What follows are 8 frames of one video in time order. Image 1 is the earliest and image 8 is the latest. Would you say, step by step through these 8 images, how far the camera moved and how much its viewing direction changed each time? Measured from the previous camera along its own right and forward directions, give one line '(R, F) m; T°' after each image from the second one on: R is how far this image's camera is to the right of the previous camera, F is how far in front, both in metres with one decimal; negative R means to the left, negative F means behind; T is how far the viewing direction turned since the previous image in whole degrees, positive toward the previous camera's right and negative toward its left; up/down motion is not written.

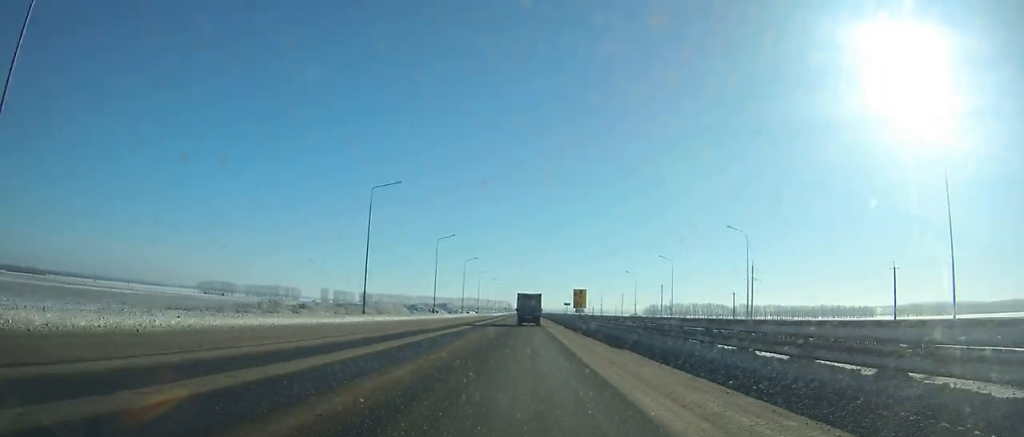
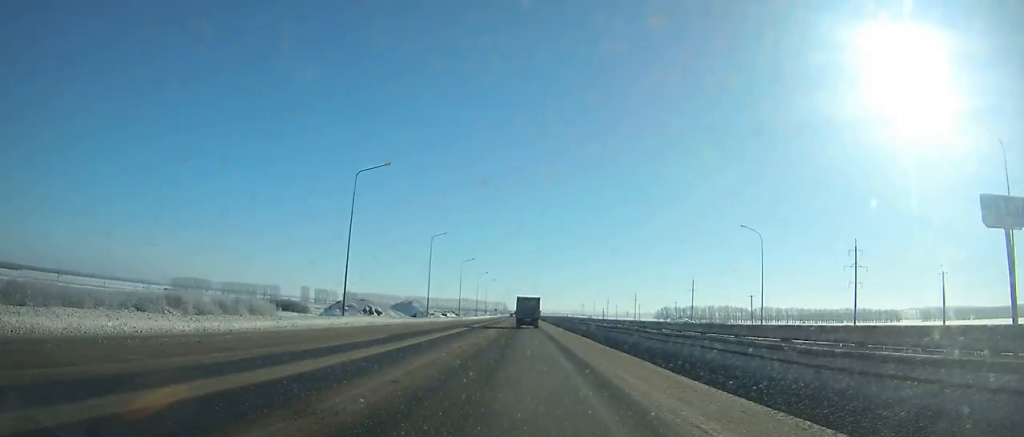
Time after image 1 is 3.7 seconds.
(+0.2, +74.3) m; 0°
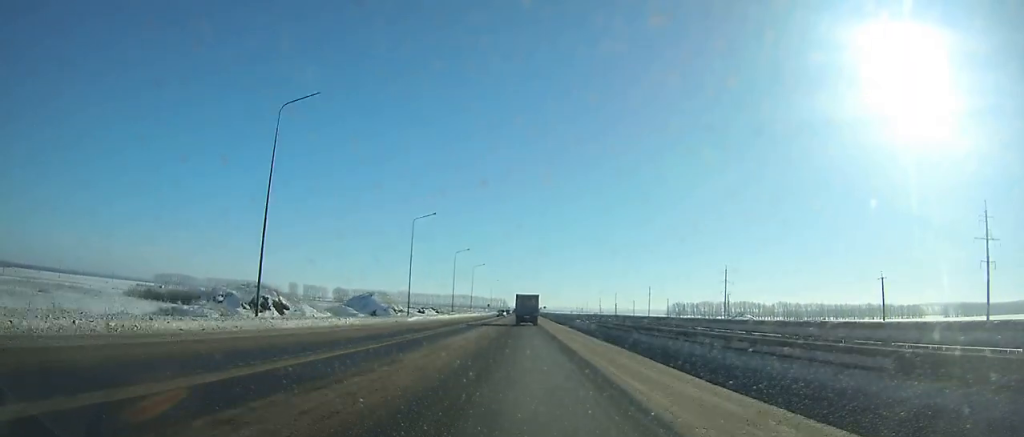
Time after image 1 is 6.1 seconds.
(0.0, +48.6) m; 0°
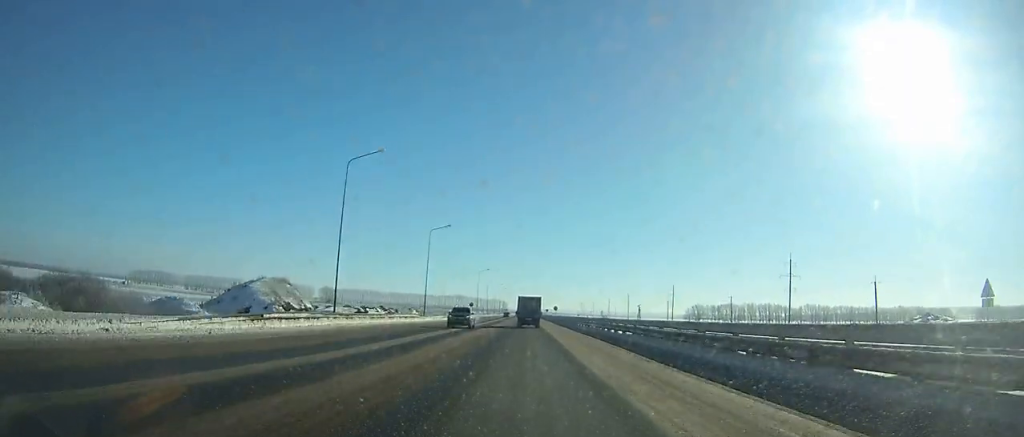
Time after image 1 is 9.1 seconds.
(-0.2, +61.4) m; 0°
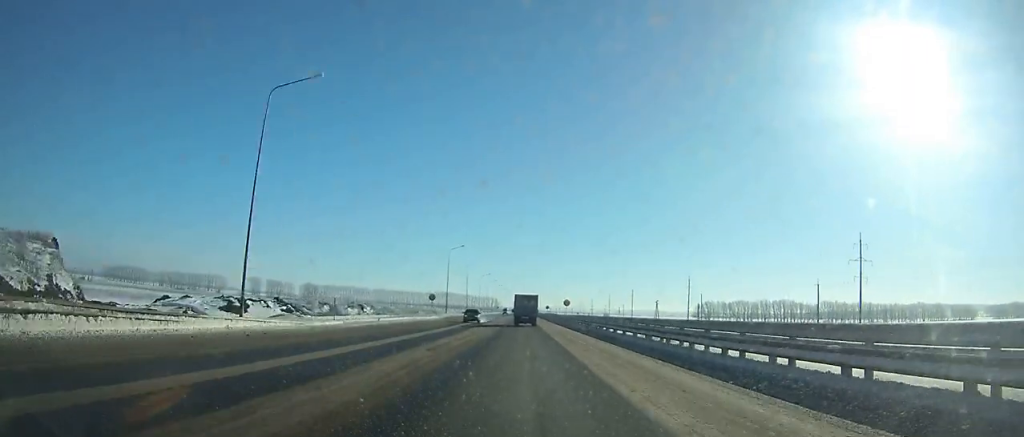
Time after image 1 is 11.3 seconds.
(-0.1, +45.3) m; 0°
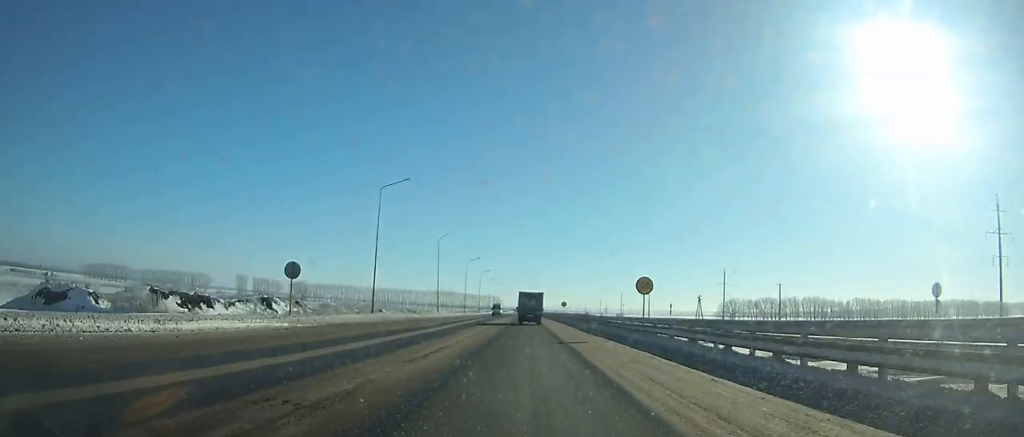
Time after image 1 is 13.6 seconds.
(+0.1, +47.1) m; 0°
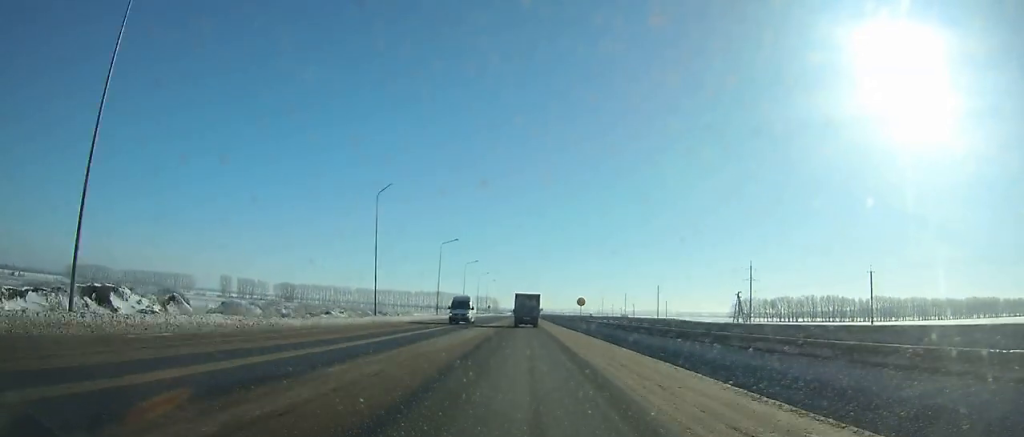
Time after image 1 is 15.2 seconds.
(0.0, +32.4) m; 0°
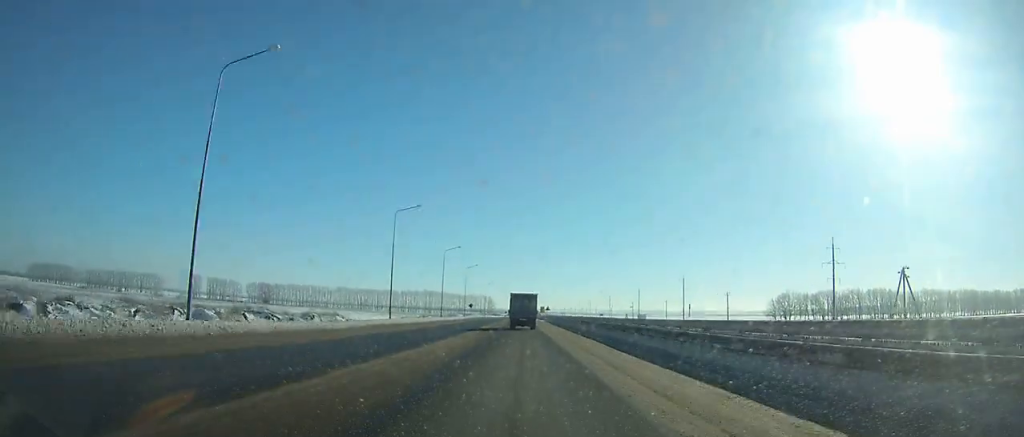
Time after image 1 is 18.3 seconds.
(+0.1, +61.5) m; 0°
